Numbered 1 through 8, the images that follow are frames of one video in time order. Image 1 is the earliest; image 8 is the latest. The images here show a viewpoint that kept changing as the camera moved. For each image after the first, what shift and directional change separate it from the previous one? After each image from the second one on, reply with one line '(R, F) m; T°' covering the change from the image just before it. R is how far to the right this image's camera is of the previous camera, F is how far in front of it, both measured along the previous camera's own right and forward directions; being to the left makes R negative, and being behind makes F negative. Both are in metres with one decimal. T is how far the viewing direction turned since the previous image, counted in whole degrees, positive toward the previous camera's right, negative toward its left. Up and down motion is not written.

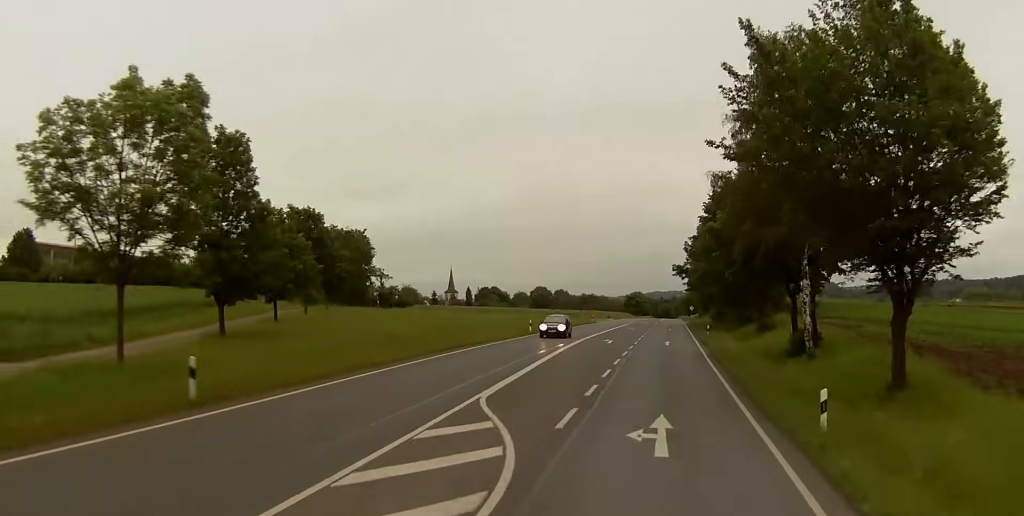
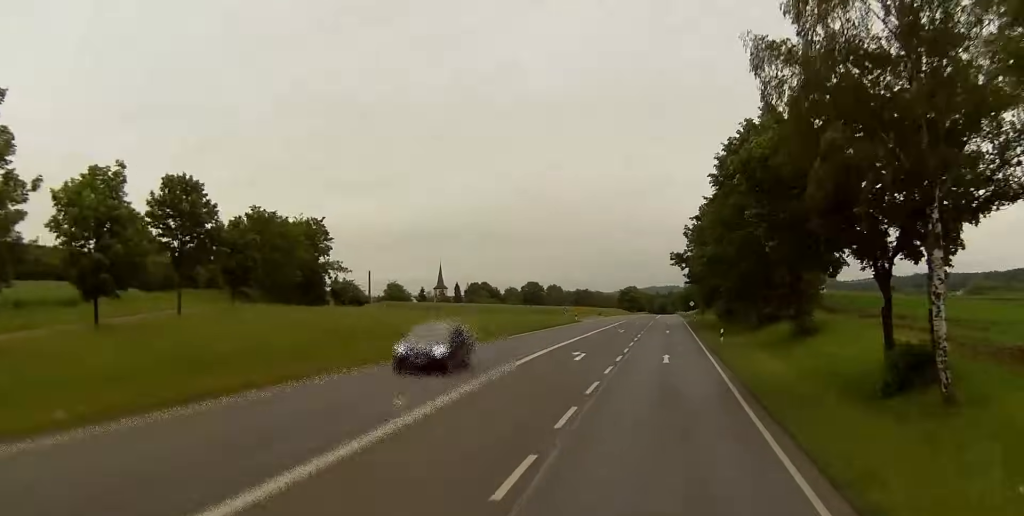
(0.0, +17.8) m; +1°
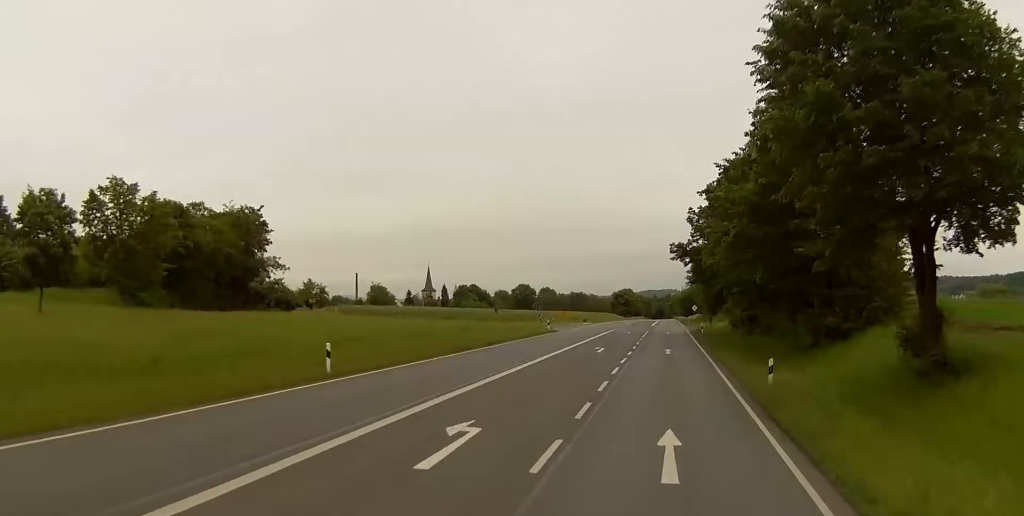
(+0.1, +21.8) m; 0°
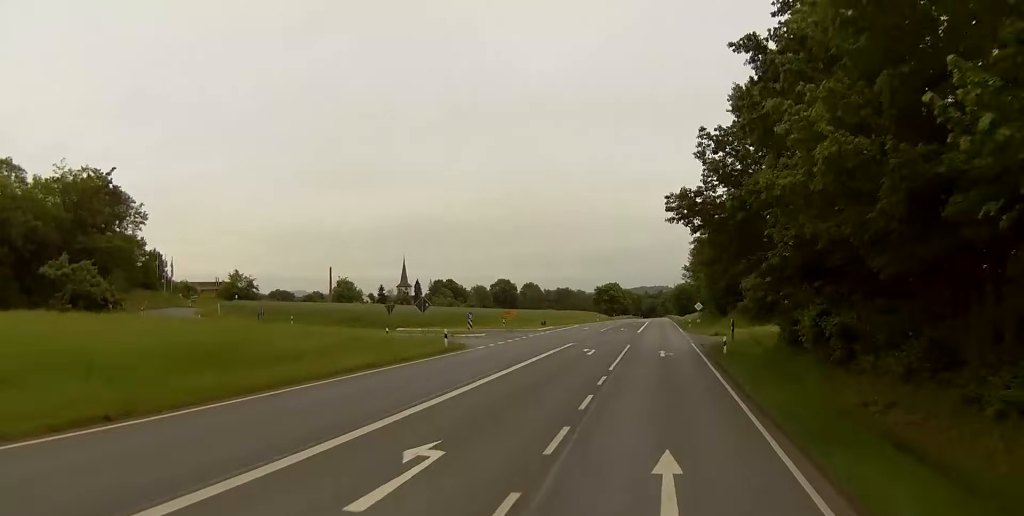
(0.0, +34.5) m; 0°
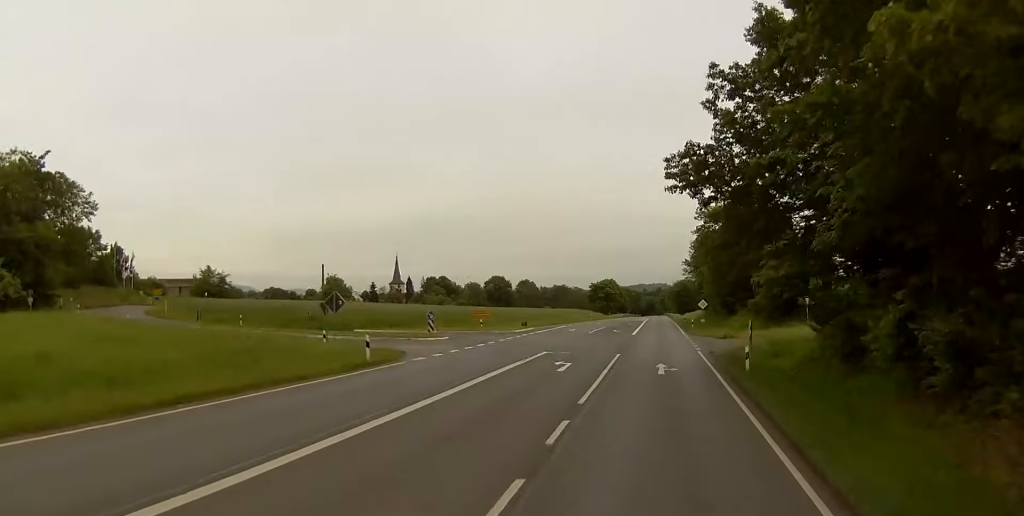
(-0.1, +11.3) m; 0°
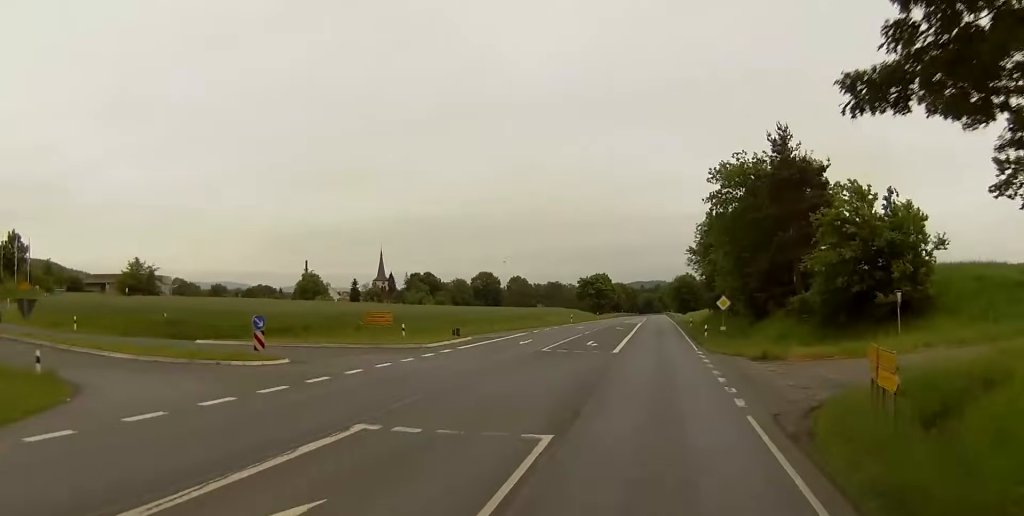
(0.0, +24.8) m; +1°
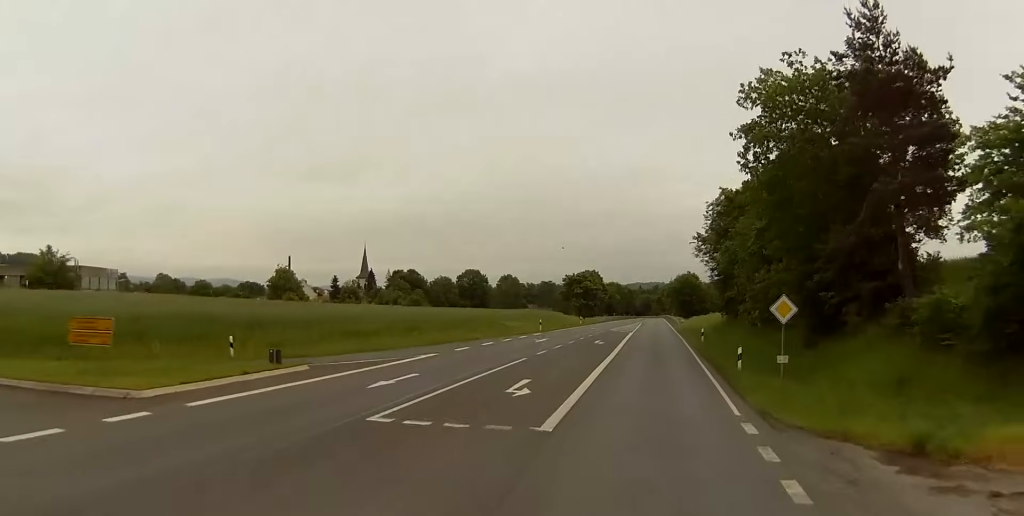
(+0.4, +24.0) m; 0°
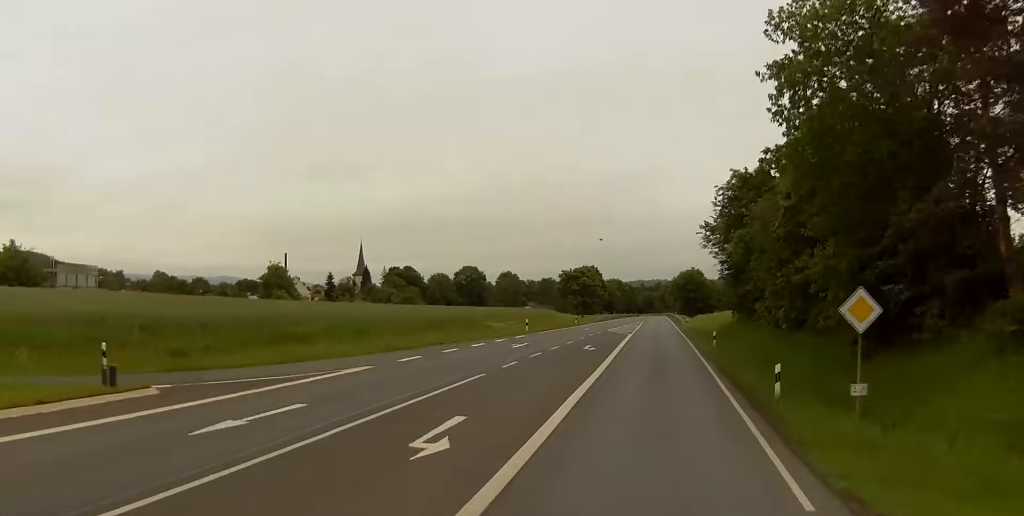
(-0.2, +9.2) m; 0°
